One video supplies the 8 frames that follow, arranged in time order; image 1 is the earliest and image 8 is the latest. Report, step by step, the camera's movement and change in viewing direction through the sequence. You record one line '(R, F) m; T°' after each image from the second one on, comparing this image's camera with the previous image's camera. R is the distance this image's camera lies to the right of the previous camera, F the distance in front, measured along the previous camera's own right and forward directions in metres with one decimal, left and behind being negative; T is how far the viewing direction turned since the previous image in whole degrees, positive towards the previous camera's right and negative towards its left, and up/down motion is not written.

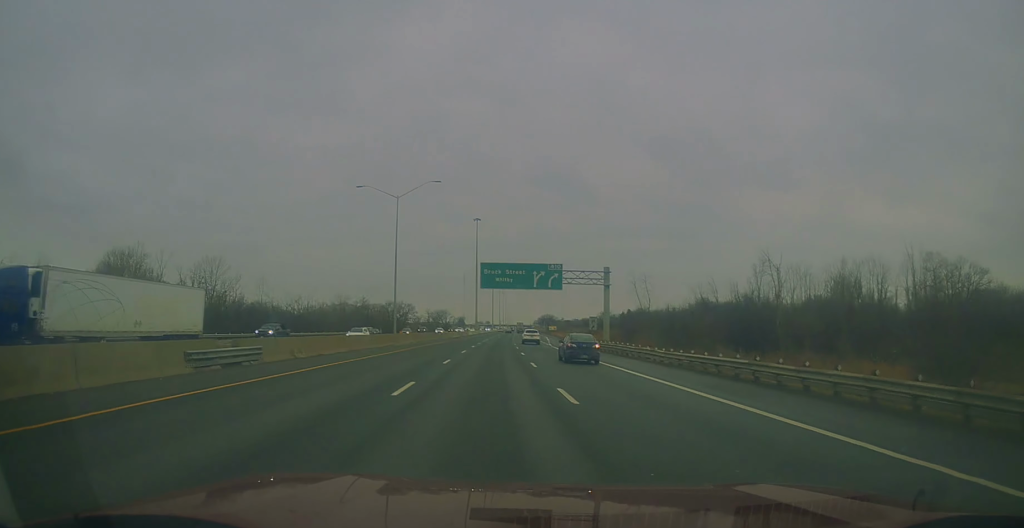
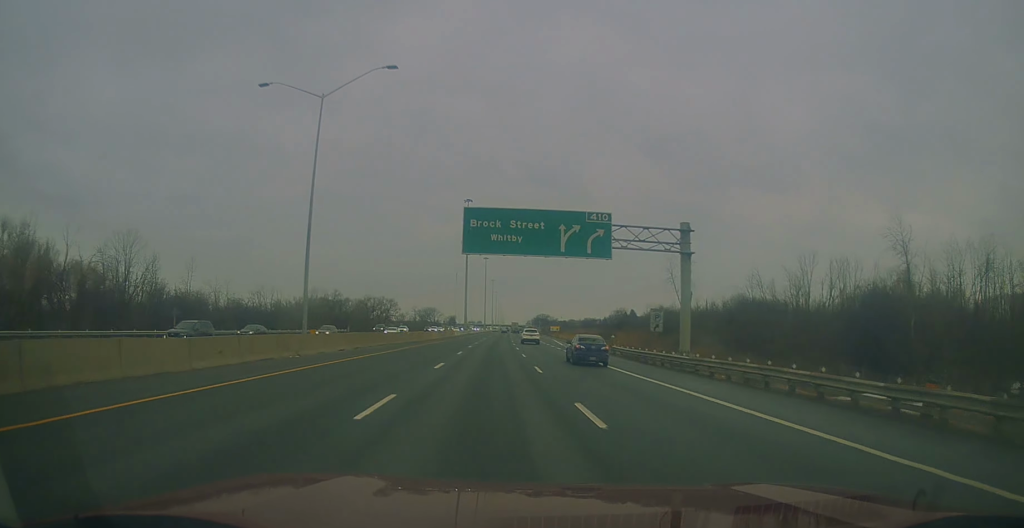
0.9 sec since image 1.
(+0.7, +27.8) m; 0°
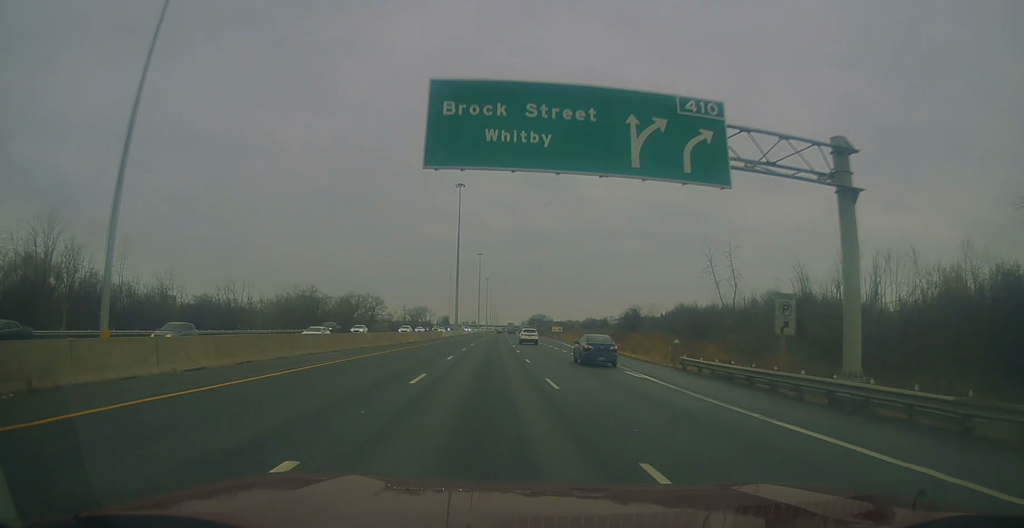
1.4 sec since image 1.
(-0.6, +18.2) m; 0°
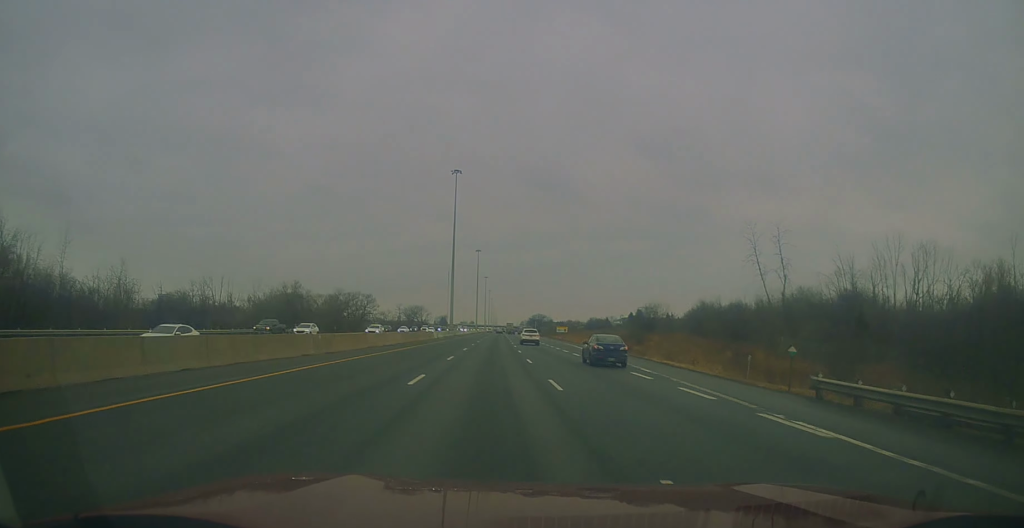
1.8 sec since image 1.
(-0.3, +12.8) m; 0°
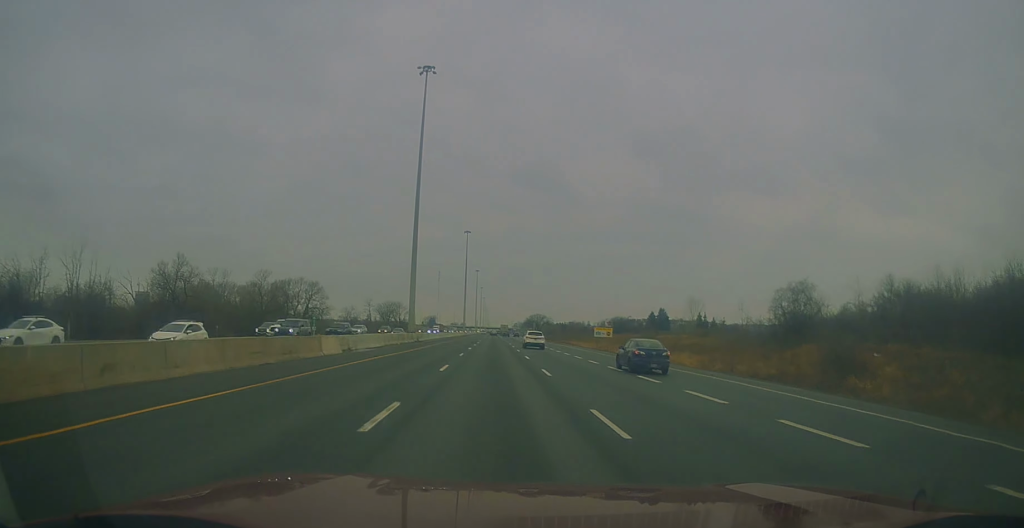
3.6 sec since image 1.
(+2.6, +55.3) m; +2°
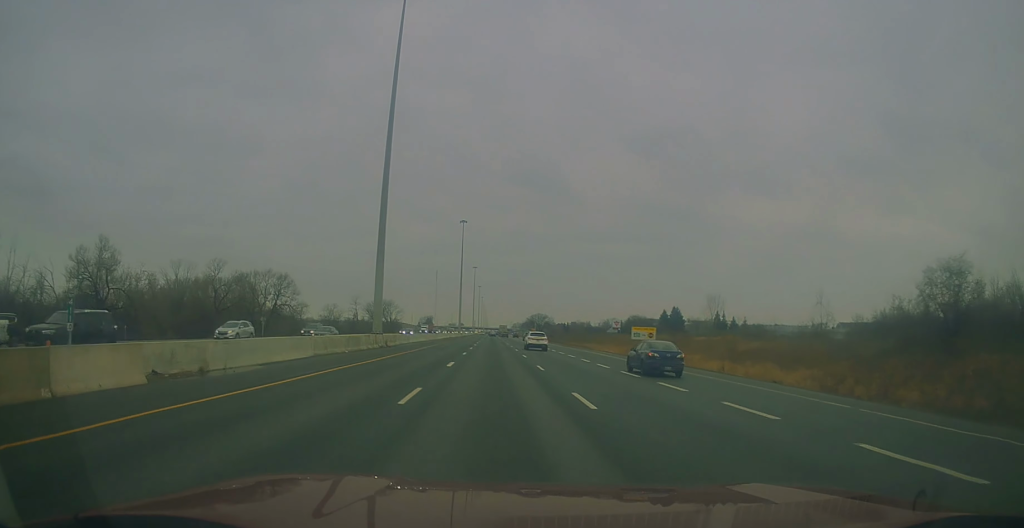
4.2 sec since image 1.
(-0.4, +21.2) m; 0°
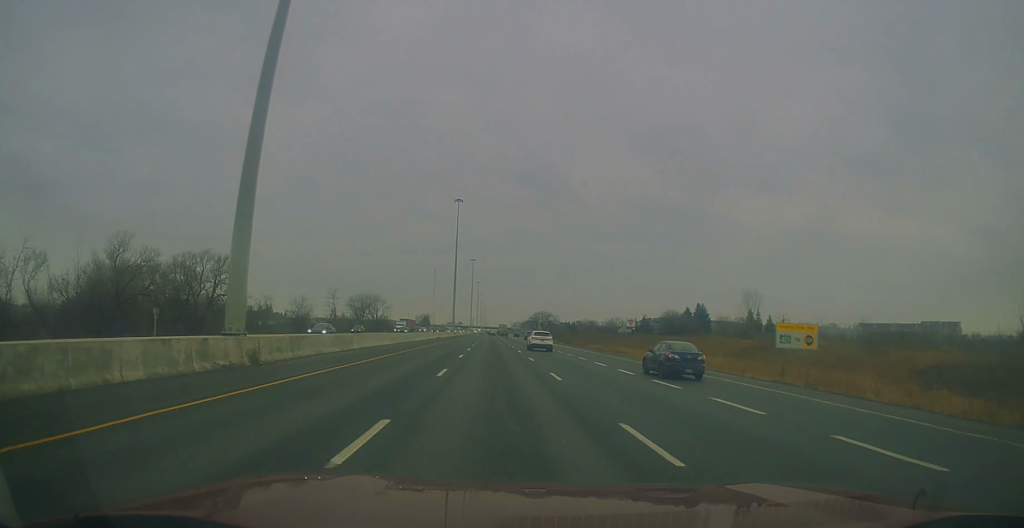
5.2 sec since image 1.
(-0.1, +29.7) m; 0°
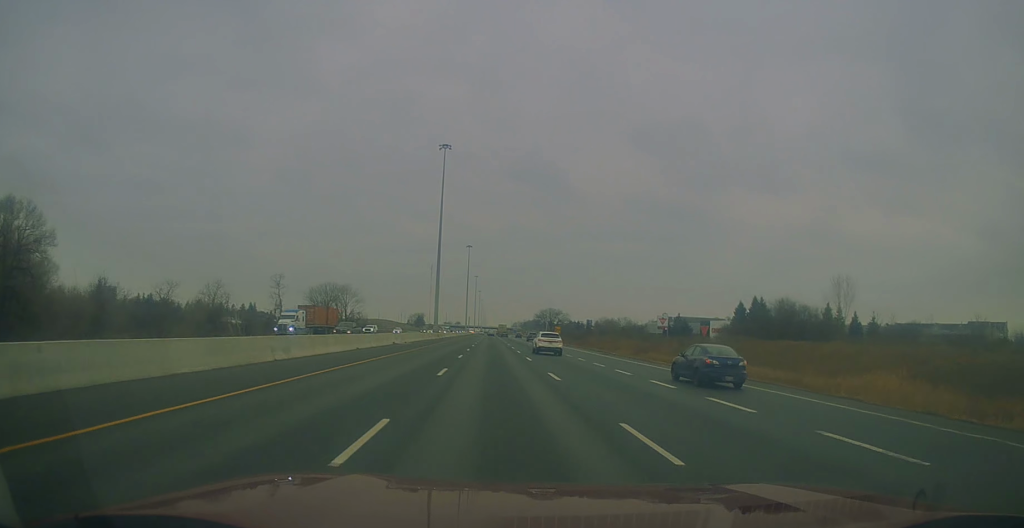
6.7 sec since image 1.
(+0.3, +48.6) m; 0°
